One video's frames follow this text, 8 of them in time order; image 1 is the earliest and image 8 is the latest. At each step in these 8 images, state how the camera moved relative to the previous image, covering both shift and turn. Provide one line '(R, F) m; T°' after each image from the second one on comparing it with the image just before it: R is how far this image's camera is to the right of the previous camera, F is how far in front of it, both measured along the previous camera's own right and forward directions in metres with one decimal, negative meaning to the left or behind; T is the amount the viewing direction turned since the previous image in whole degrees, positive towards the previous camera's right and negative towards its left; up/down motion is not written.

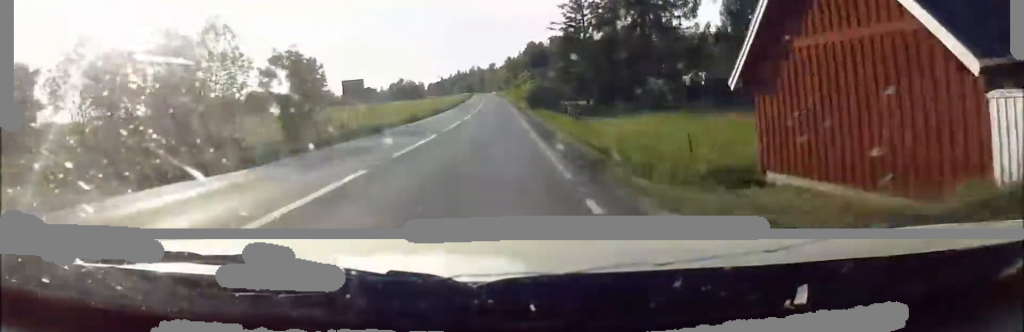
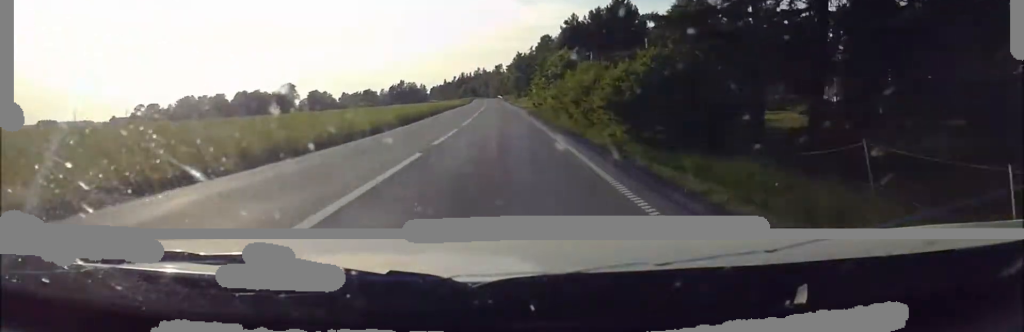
(+0.1, +43.7) m; 0°
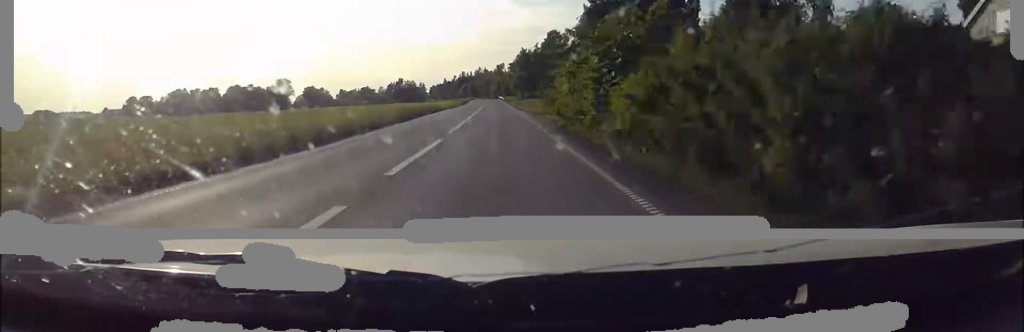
(0.0, +18.9) m; 0°
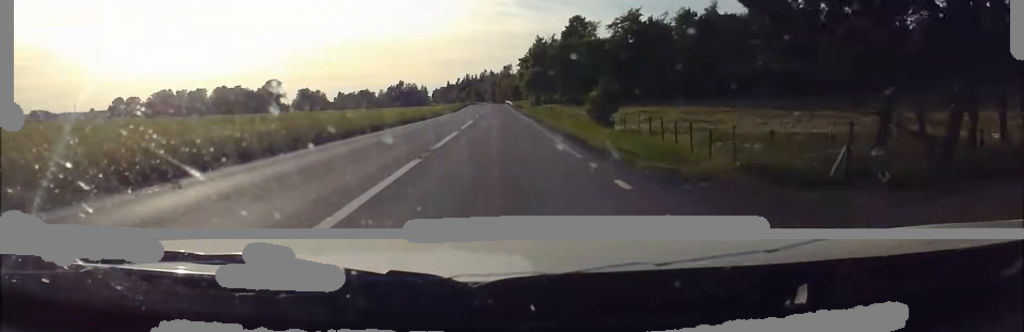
(+0.3, +42.2) m; +1°
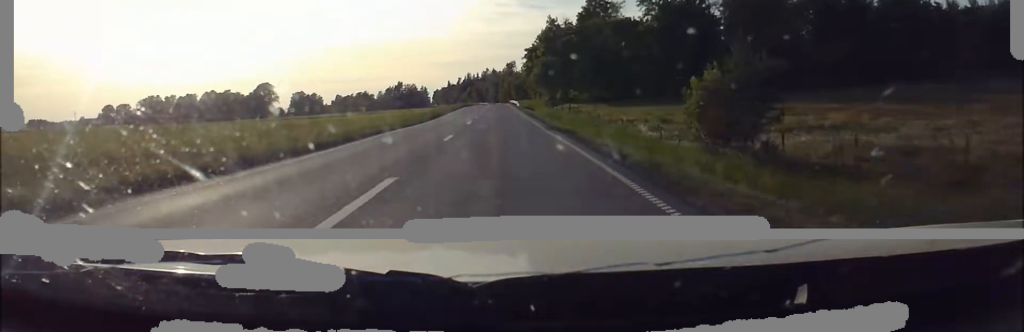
(-0.1, +26.9) m; 0°
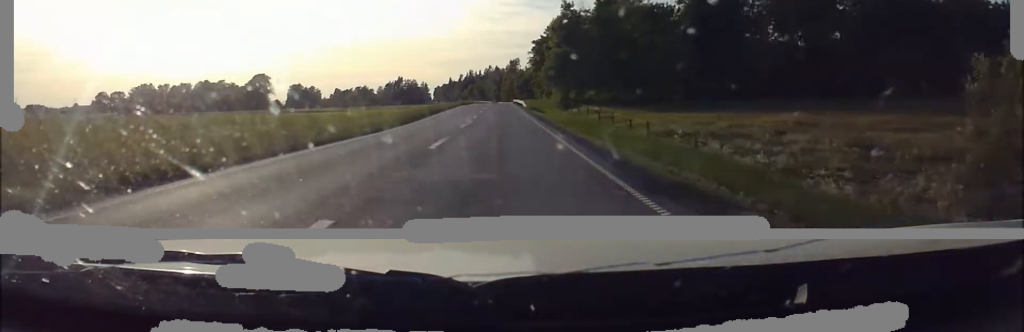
(0.0, +15.9) m; 0°
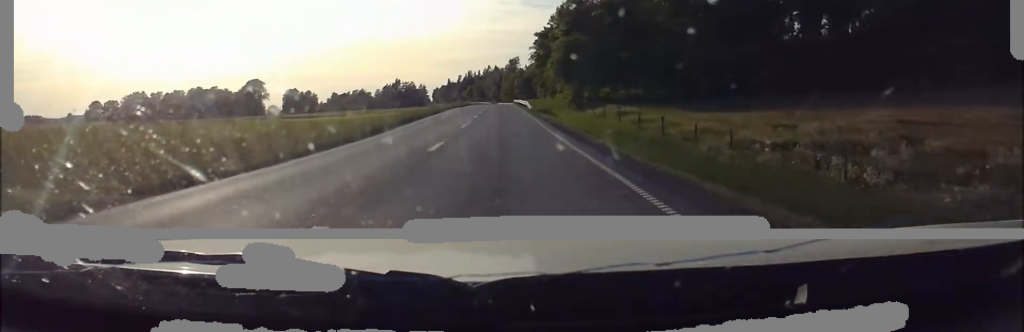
(0.0, +12.3) m; 0°
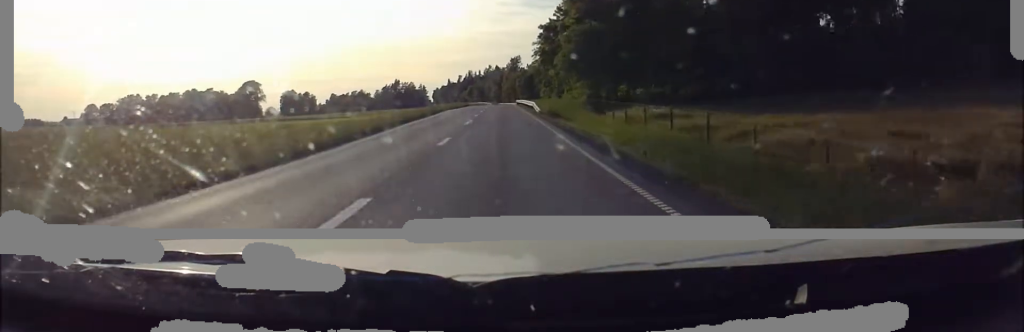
(0.0, +10.1) m; 0°
